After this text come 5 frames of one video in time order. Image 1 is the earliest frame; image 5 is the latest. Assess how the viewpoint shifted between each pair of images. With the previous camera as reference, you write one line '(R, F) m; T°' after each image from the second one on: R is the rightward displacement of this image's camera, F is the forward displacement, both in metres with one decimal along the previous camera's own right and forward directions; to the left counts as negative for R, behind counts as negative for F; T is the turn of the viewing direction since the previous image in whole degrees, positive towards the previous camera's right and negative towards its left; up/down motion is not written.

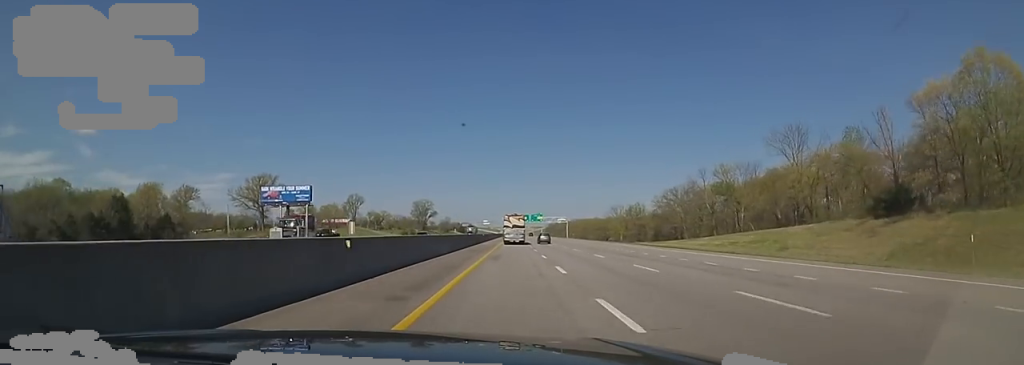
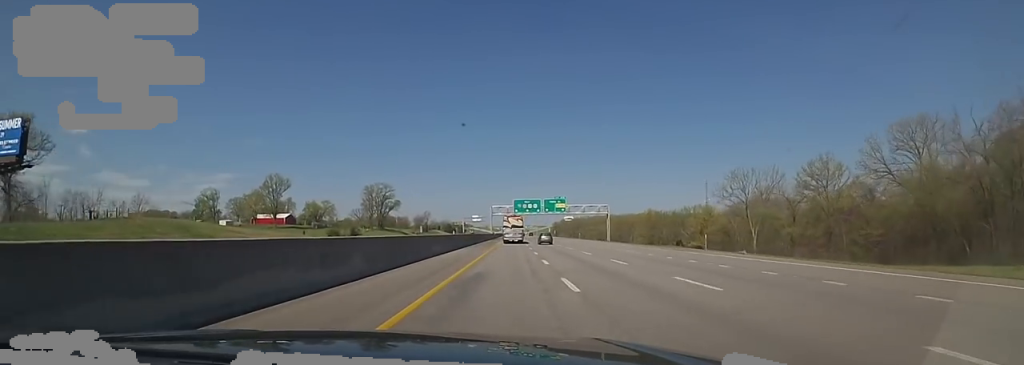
(-0.7, +86.4) m; 0°
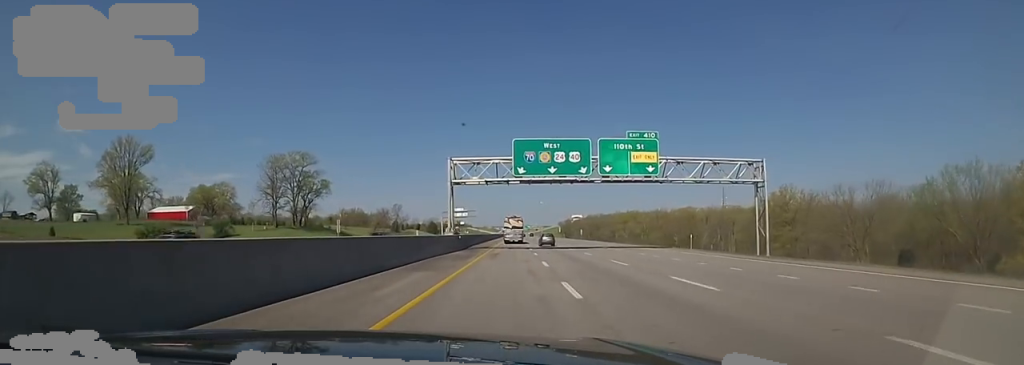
(0.0, +70.3) m; 0°
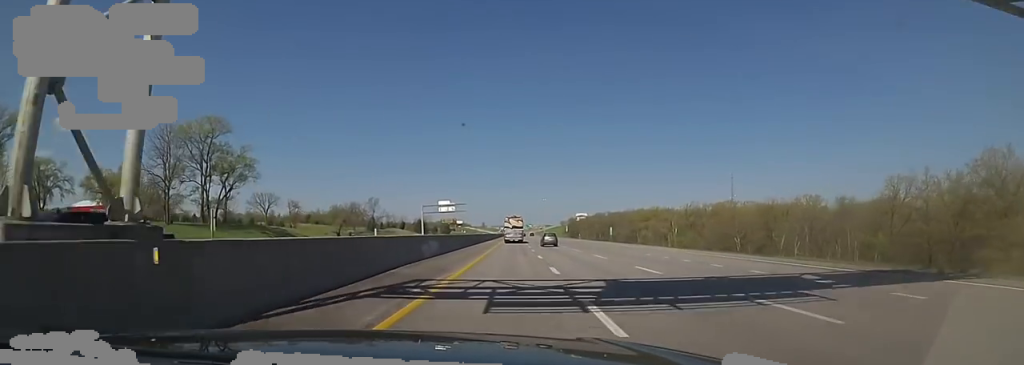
(+0.3, +34.2) m; 0°
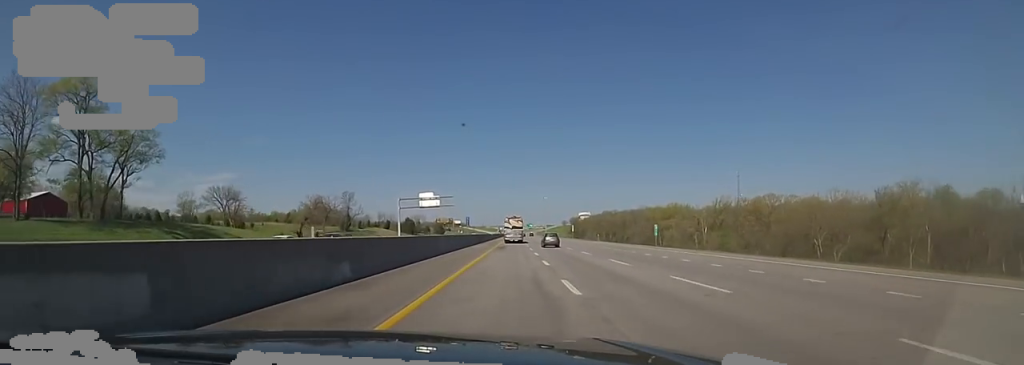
(+0.1, +25.0) m; 0°
